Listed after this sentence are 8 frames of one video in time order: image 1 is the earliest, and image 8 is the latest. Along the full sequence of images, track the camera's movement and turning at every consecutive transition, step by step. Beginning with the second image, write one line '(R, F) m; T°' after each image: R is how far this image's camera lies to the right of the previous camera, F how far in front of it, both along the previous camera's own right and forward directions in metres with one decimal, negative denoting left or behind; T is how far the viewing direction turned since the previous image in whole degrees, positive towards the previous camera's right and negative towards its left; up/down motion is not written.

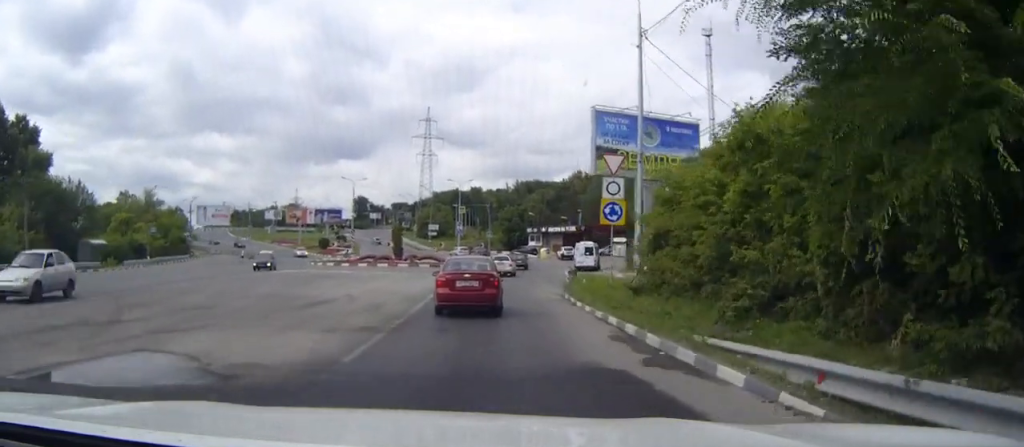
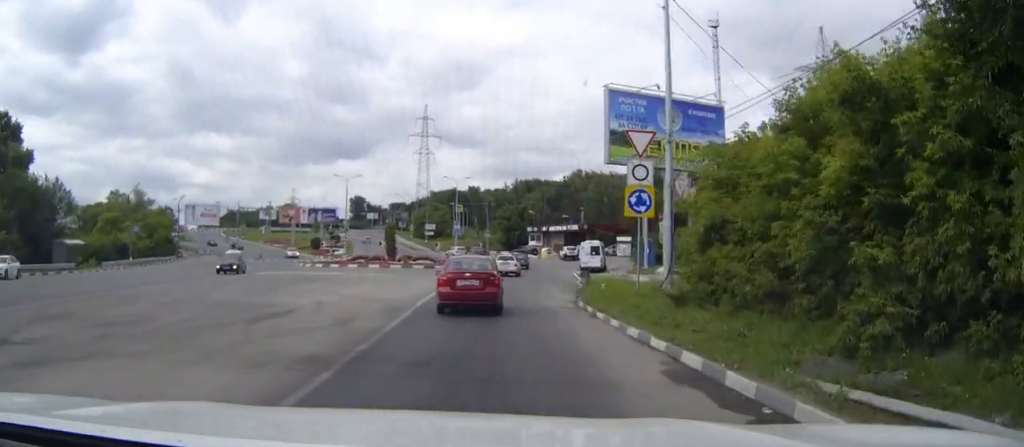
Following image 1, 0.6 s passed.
(0.0, +4.4) m; 0°
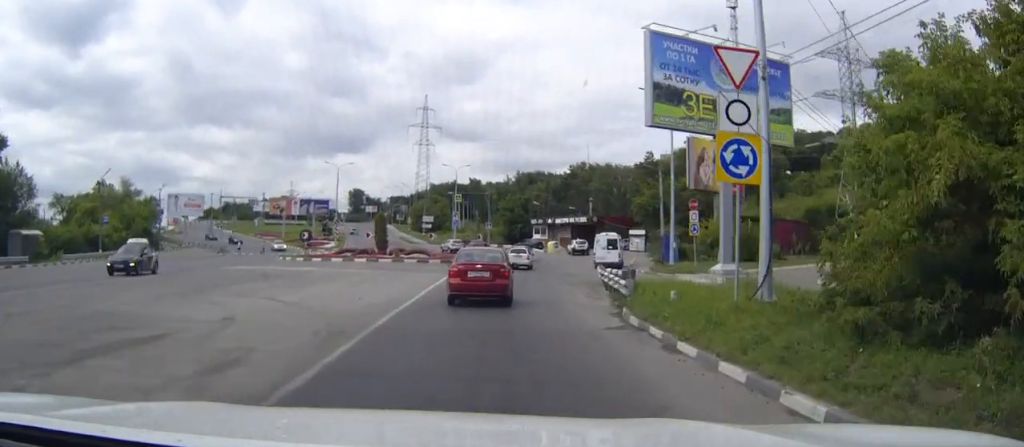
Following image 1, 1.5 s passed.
(0.0, +7.6) m; +1°
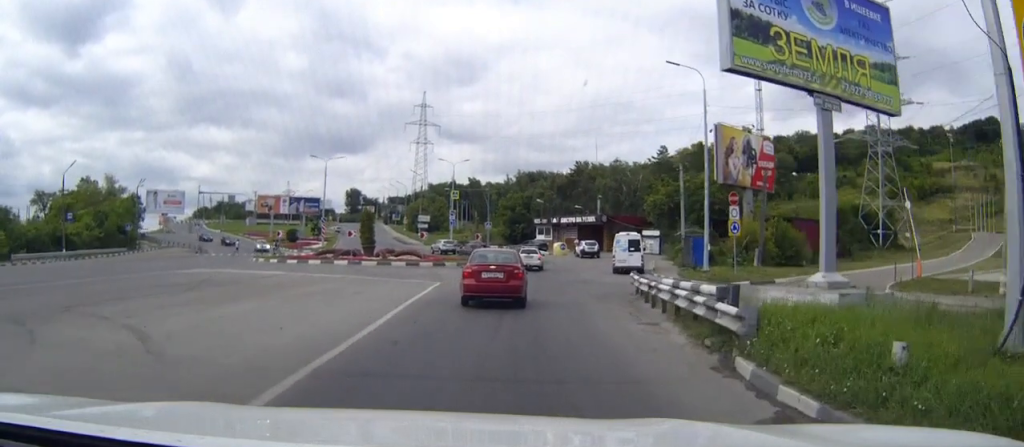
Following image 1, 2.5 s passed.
(+0.1, +7.7) m; +1°
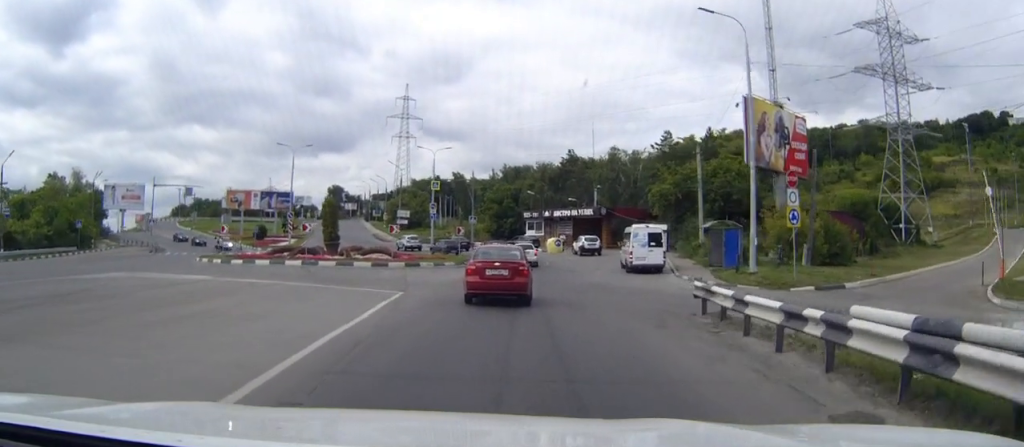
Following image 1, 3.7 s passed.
(0.0, +9.5) m; 0°
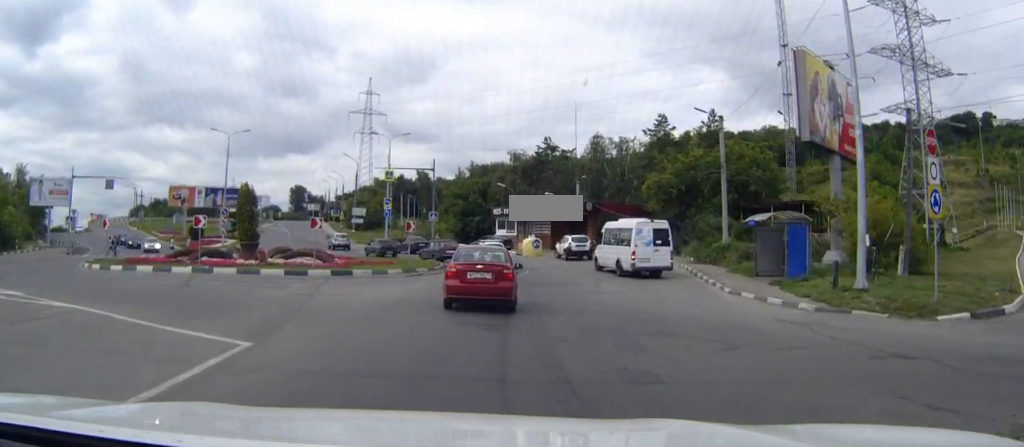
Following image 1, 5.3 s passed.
(+0.2, +12.4) m; +2°
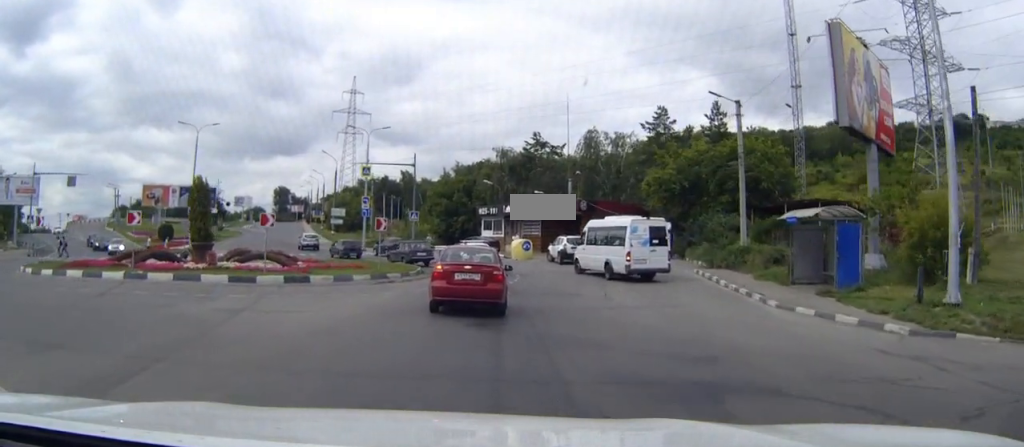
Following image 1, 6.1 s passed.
(+0.1, +5.5) m; +1°
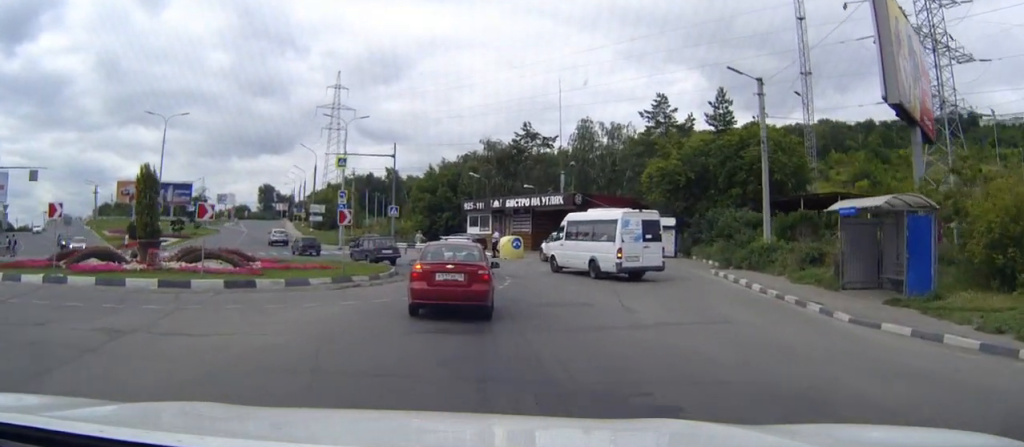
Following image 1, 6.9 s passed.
(0.0, +5.1) m; +1°
